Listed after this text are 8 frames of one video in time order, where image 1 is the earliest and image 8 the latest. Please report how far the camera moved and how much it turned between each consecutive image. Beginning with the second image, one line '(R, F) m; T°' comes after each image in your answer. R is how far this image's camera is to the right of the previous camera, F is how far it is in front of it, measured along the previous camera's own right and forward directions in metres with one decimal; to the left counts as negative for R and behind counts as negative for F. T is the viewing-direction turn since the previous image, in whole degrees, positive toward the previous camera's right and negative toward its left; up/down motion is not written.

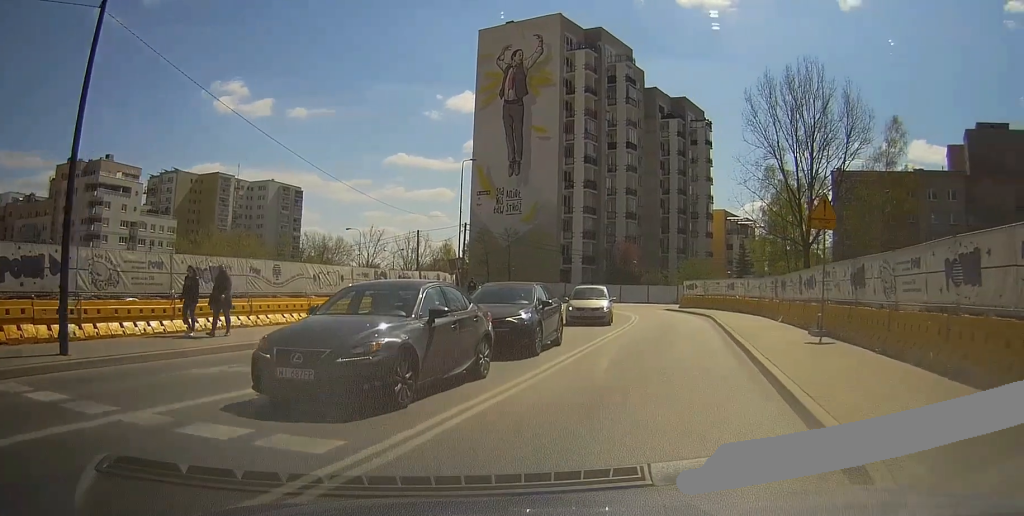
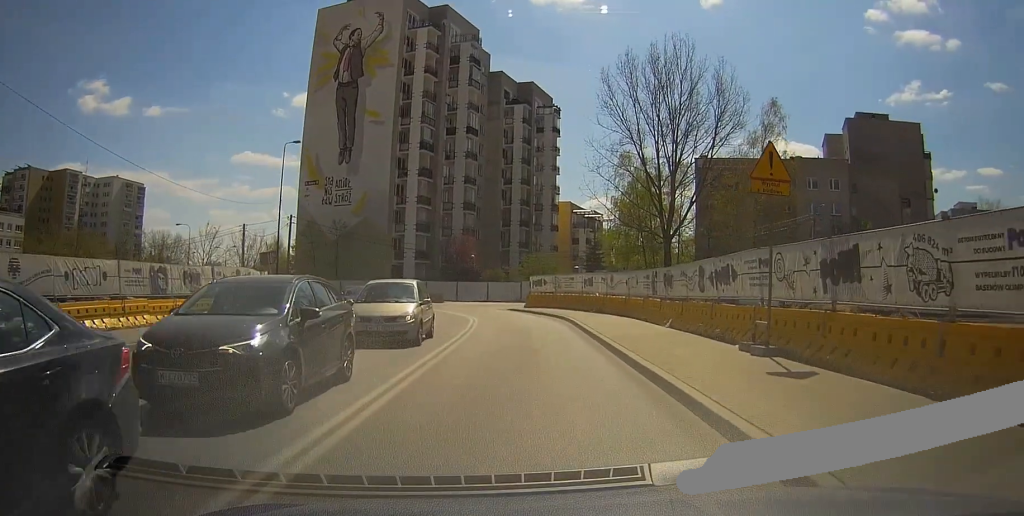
(+0.4, +7.5) m; +15°
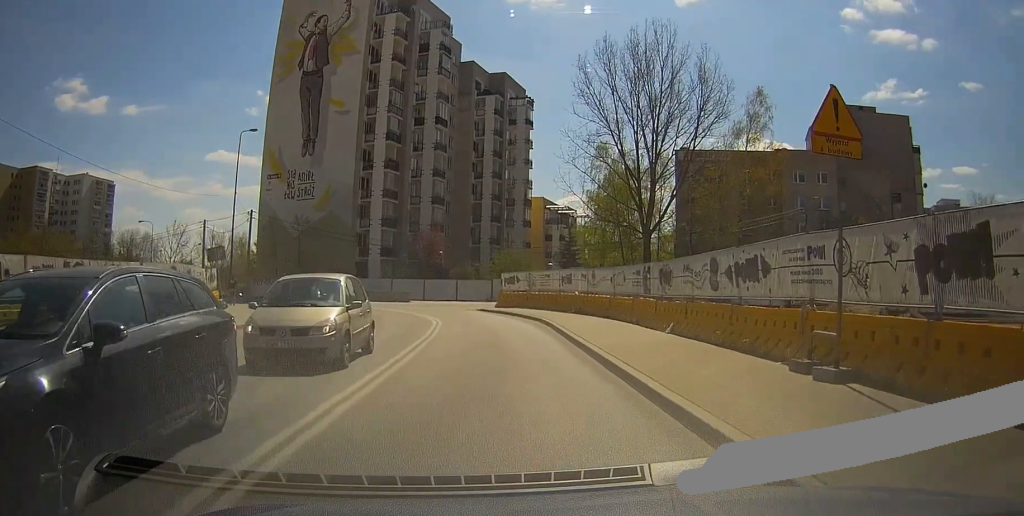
(+0.3, +3.8) m; +10°
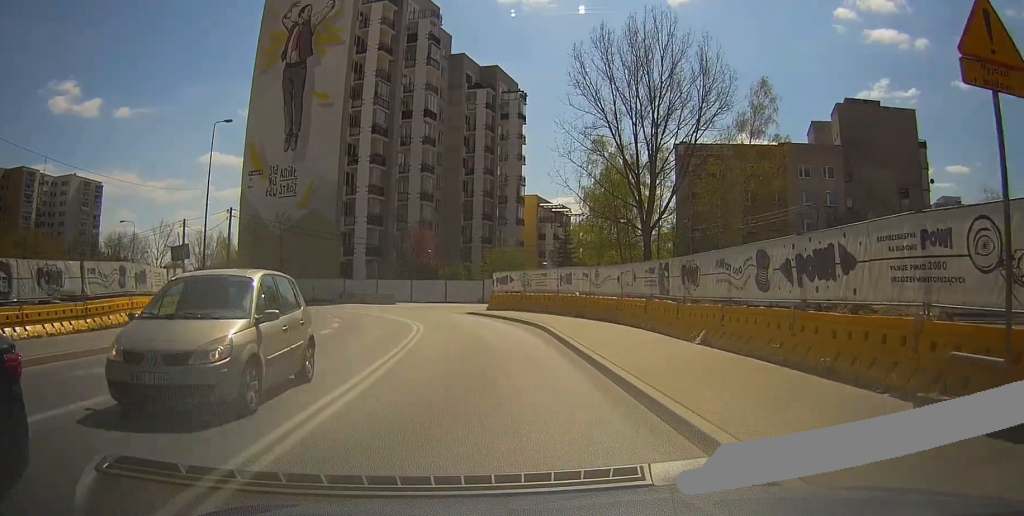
(+0.5, +3.5) m; +5°
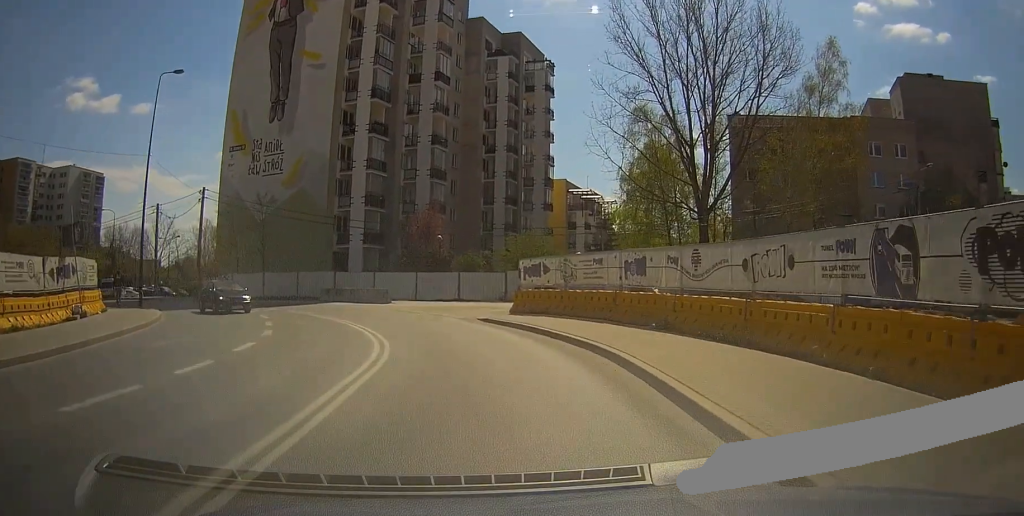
(+0.8, +9.9) m; +5°
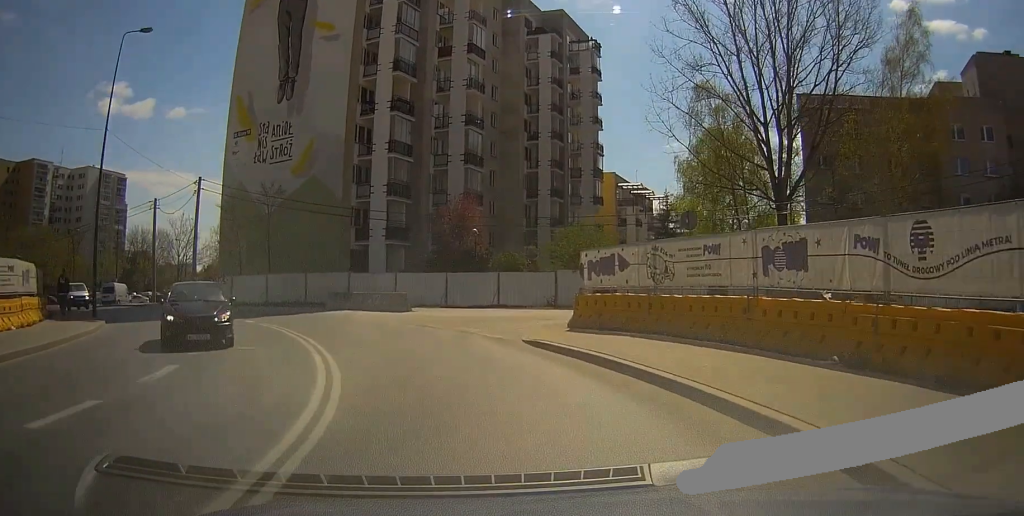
(0.0, +8.0) m; 0°
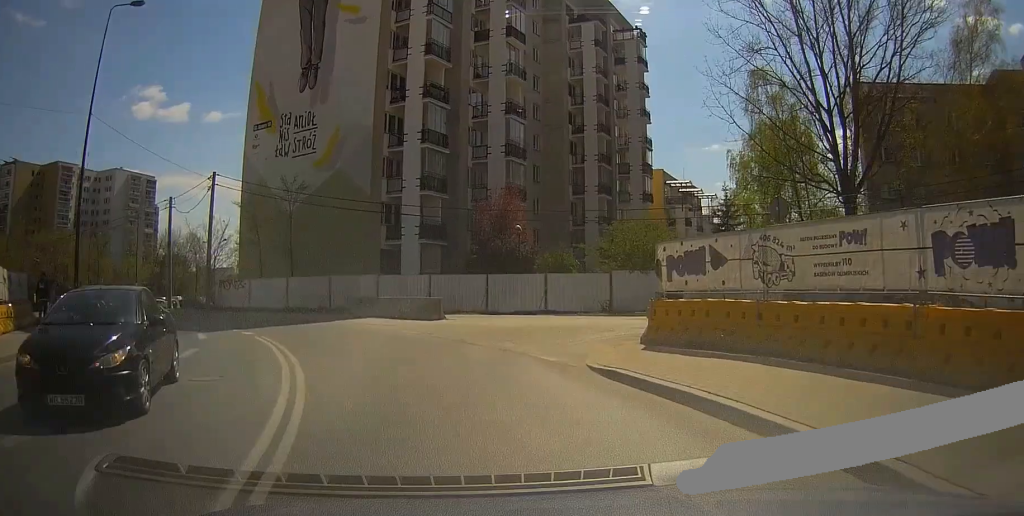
(0.0, +4.5) m; 0°
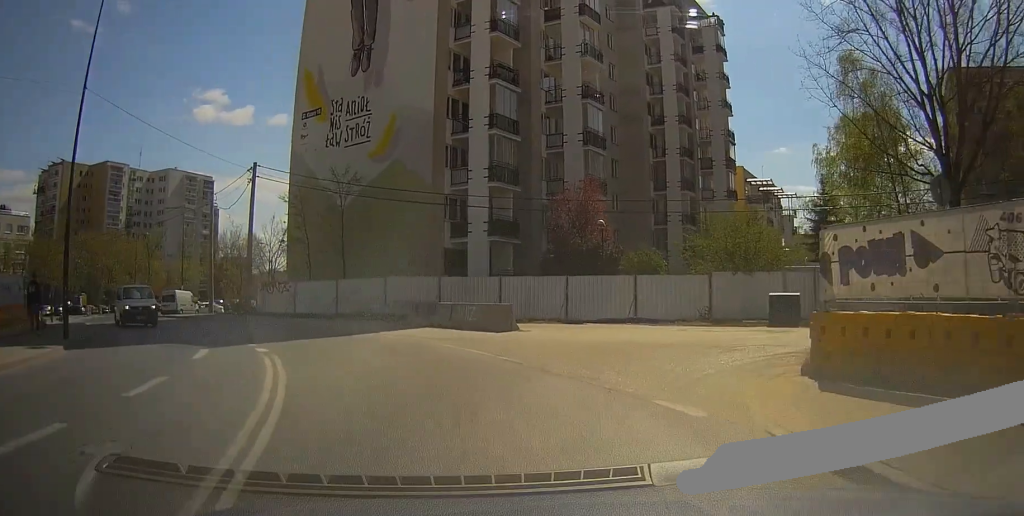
(0.0, +5.1) m; 0°
